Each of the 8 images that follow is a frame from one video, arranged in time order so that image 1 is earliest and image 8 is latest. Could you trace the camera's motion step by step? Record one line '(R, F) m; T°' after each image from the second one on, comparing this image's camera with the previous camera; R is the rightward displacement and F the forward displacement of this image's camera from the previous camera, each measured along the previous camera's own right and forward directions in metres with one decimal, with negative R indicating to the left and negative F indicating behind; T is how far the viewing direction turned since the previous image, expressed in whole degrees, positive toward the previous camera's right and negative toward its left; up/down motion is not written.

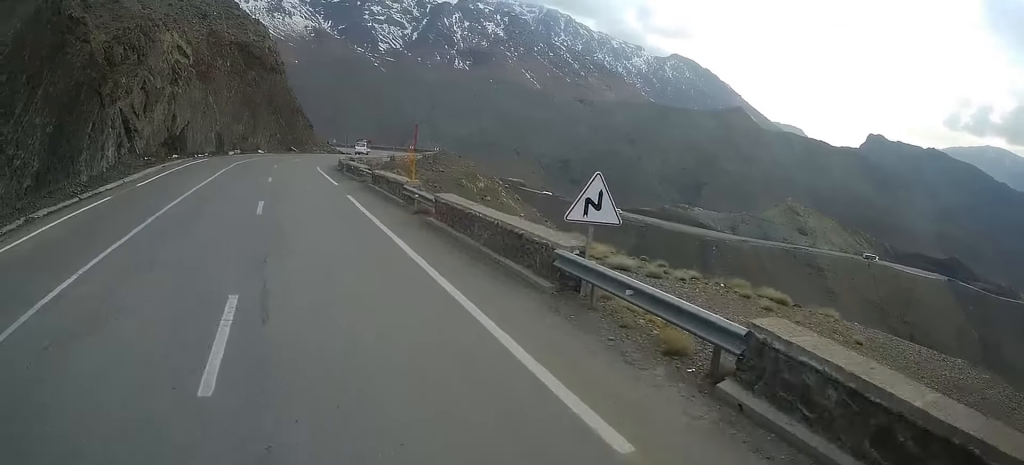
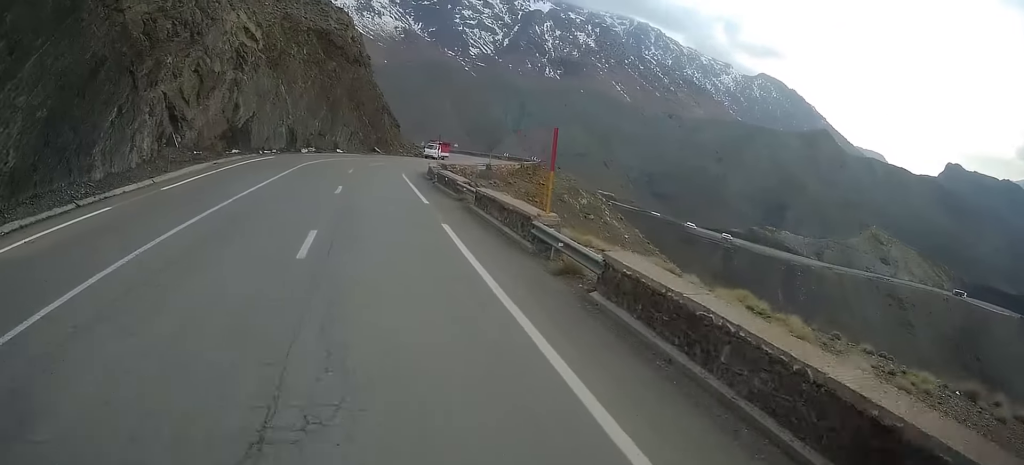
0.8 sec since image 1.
(-0.8, +6.8) m; -10°
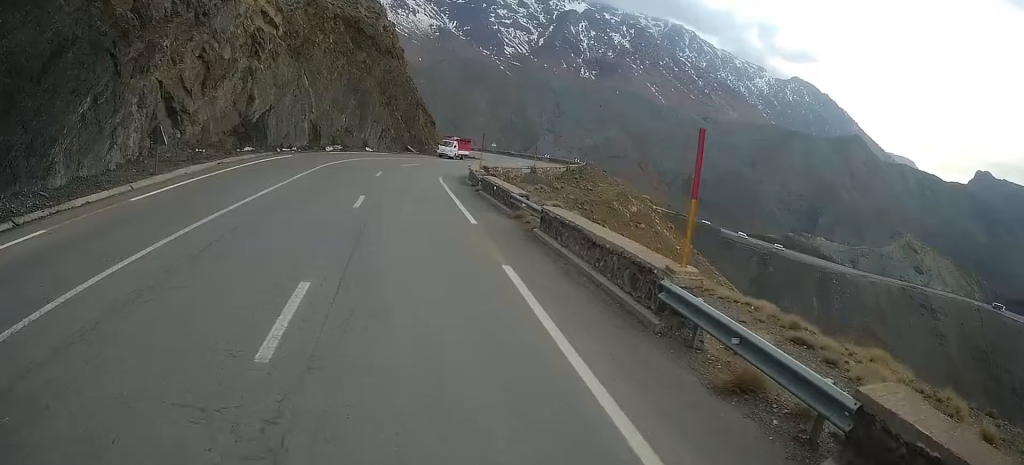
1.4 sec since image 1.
(-0.3, +5.3) m; -5°
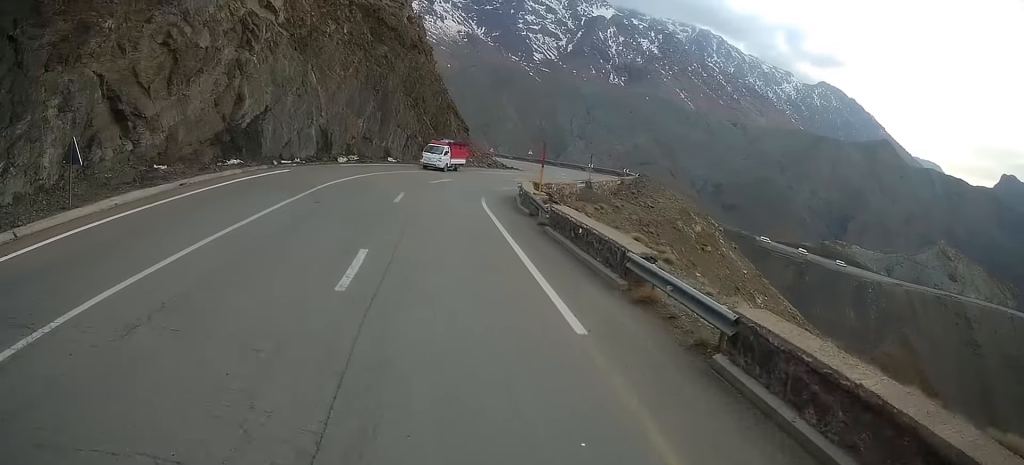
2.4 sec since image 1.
(-0.6, +9.0) m; -4°
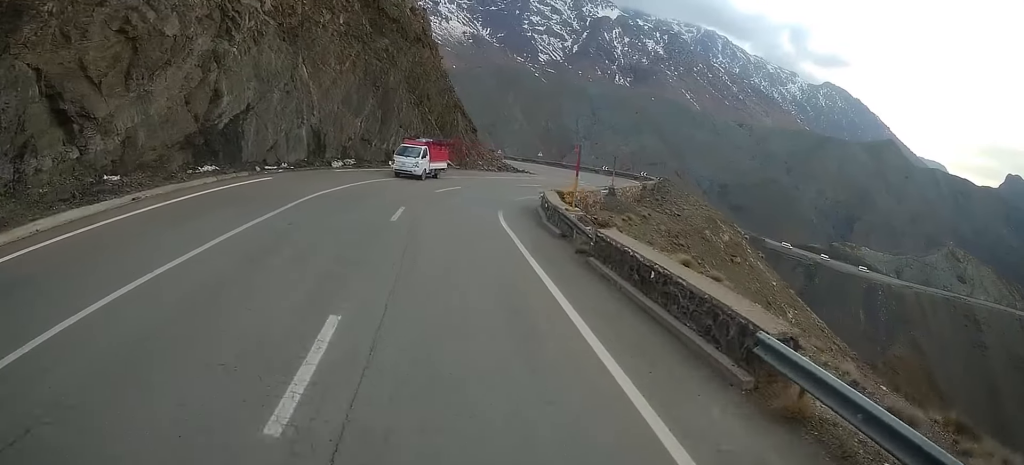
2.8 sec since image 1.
(0.0, +4.7) m; 0°
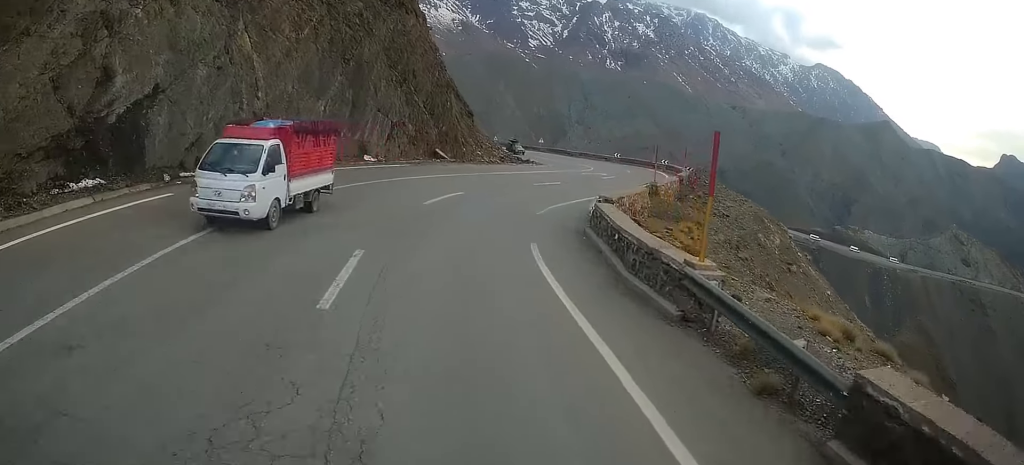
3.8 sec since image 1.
(0.0, +10.0) m; +3°
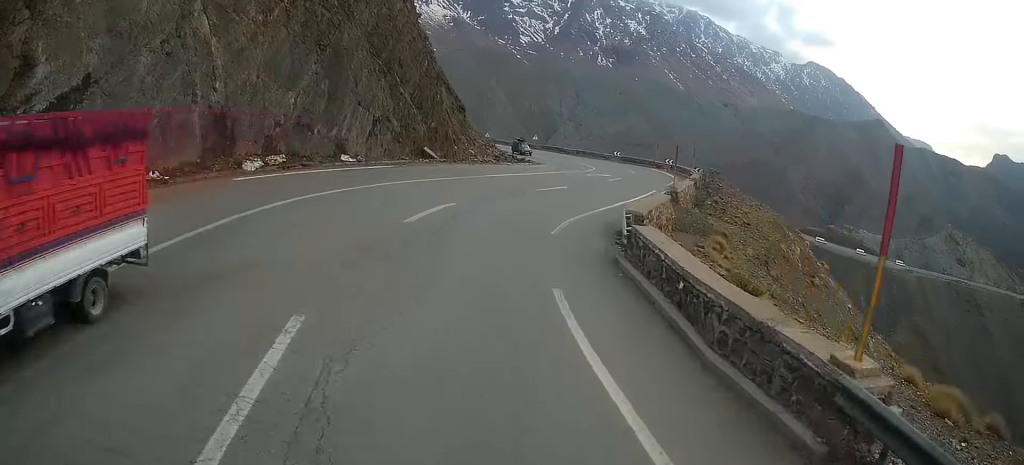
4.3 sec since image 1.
(0.0, +4.4) m; +2°
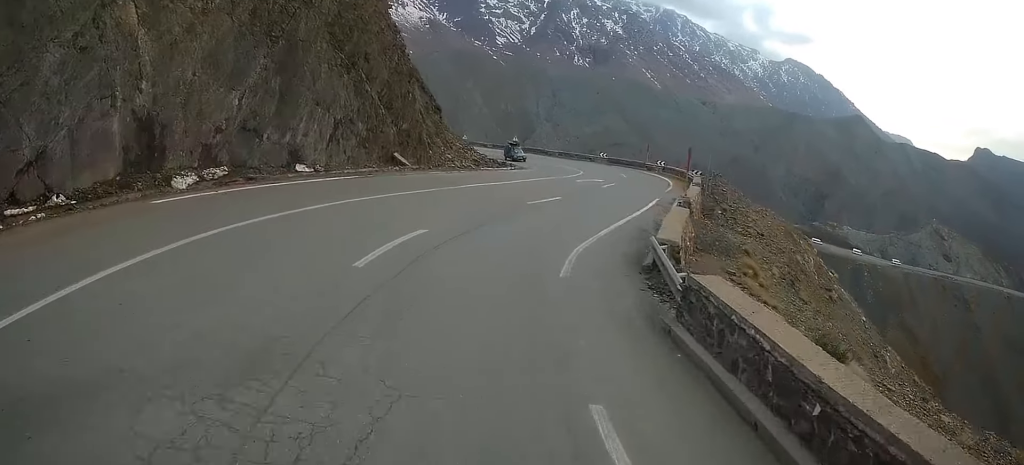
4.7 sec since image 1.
(+0.2, +4.4) m; +3°
